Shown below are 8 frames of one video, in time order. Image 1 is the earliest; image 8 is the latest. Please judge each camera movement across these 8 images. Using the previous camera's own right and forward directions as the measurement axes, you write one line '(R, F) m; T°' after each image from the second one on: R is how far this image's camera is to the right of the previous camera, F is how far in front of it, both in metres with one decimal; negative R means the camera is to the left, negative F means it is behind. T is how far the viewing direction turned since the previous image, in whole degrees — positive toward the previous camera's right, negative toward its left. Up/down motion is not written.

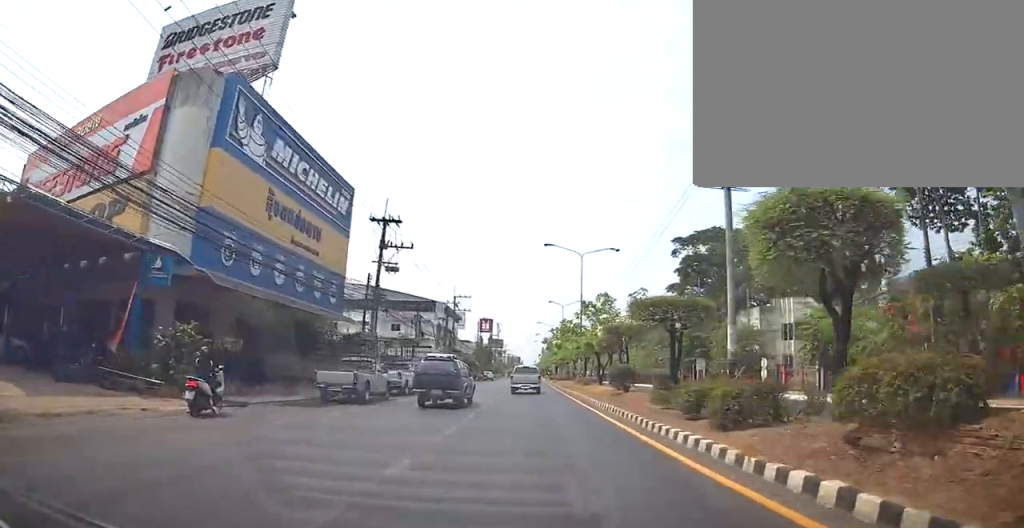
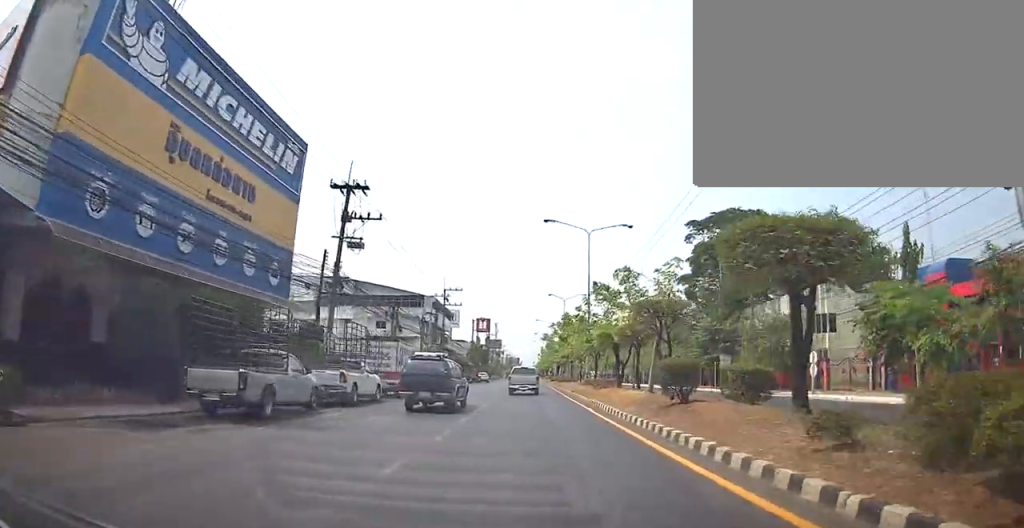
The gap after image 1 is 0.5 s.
(+0.5, +8.4) m; 0°
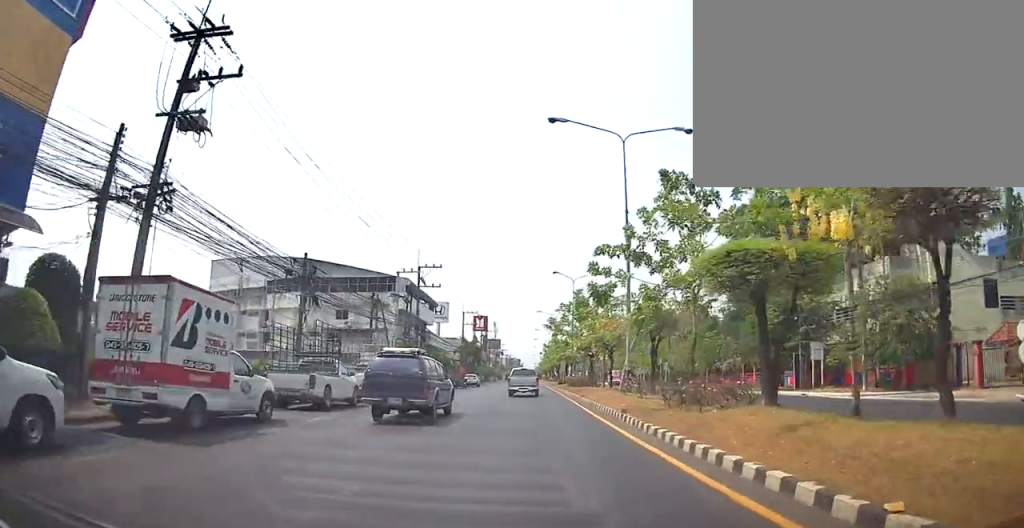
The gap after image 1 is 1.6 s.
(-0.4, +17.8) m; 0°
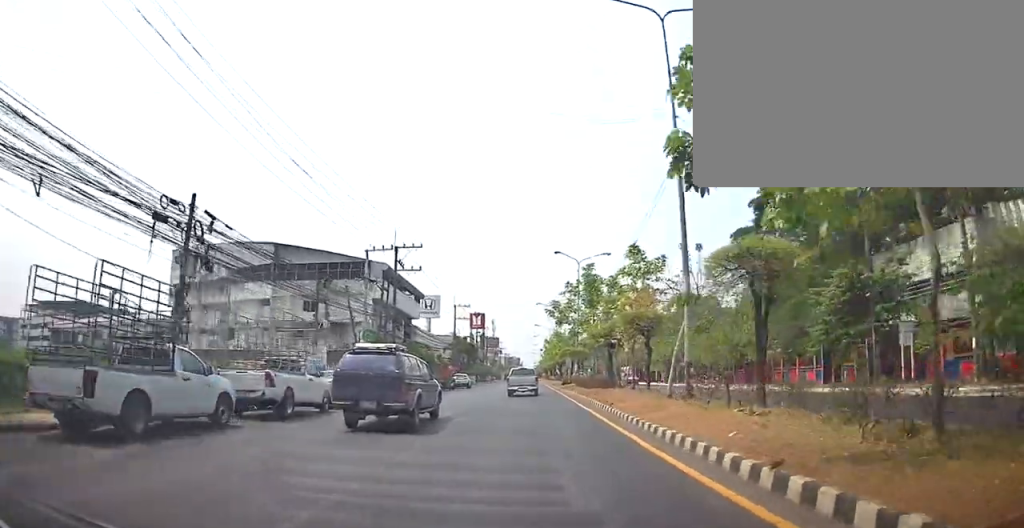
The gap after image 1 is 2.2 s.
(+0.1, +9.6) m; 0°
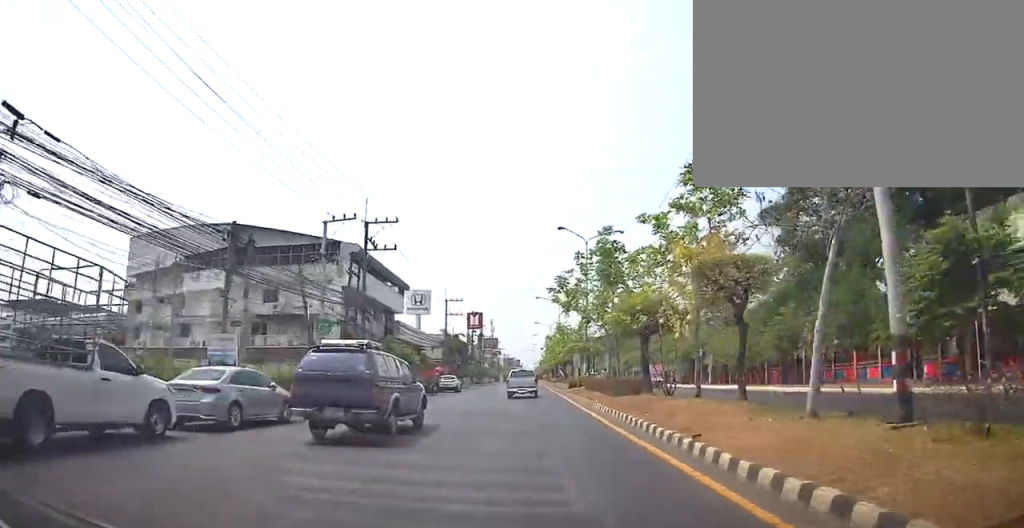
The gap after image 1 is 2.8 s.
(+0.4, +9.0) m; 0°
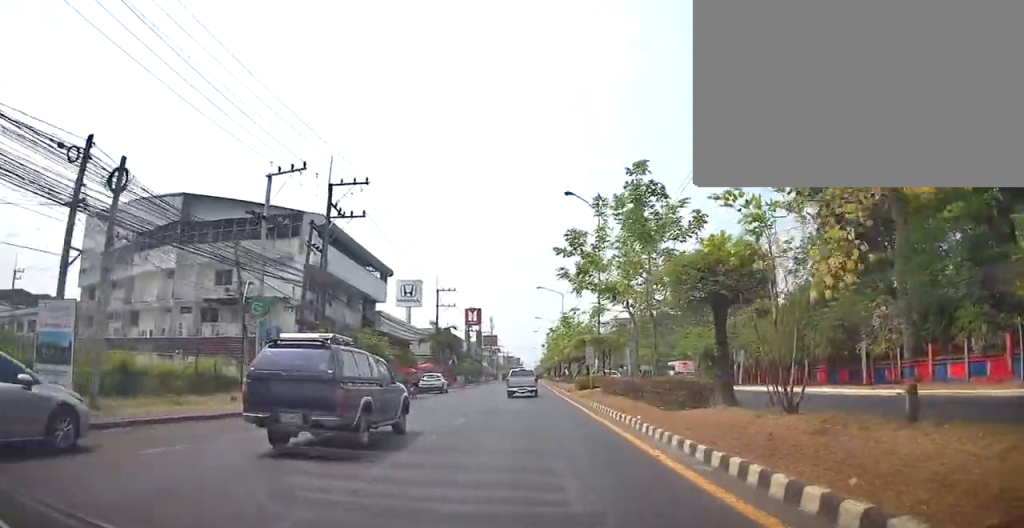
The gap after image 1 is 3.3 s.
(-0.3, +8.2) m; -1°
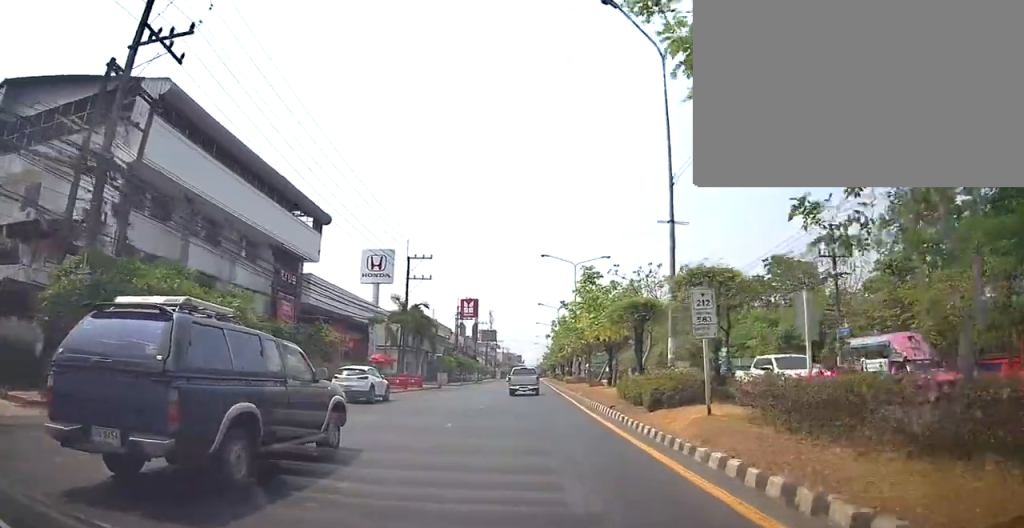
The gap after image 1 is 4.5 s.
(-0.4, +19.3) m; -1°
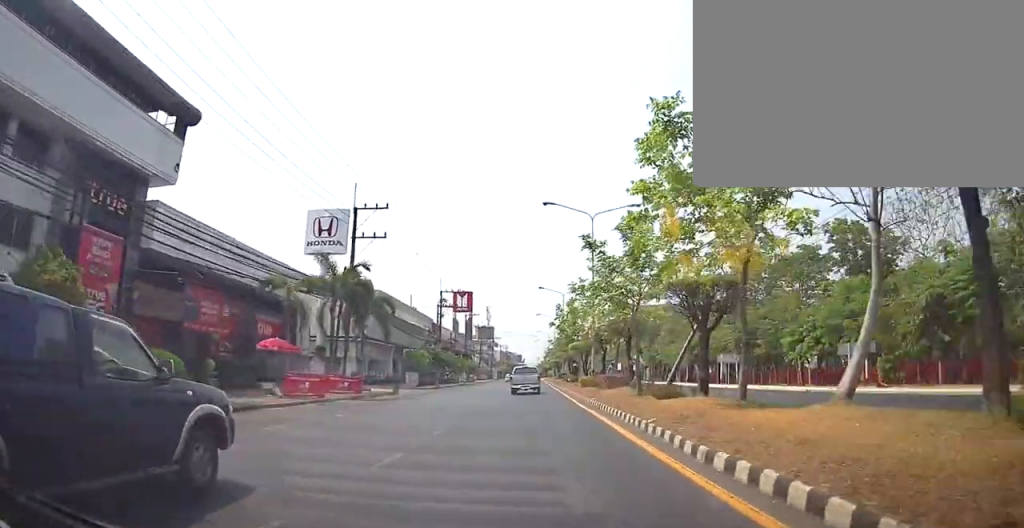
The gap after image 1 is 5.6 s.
(+0.2, +17.1) m; +1°
